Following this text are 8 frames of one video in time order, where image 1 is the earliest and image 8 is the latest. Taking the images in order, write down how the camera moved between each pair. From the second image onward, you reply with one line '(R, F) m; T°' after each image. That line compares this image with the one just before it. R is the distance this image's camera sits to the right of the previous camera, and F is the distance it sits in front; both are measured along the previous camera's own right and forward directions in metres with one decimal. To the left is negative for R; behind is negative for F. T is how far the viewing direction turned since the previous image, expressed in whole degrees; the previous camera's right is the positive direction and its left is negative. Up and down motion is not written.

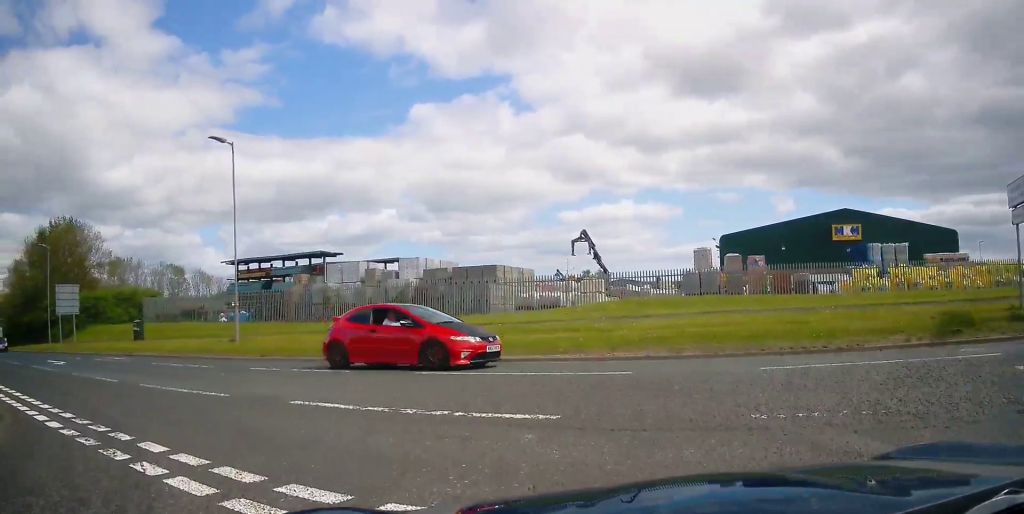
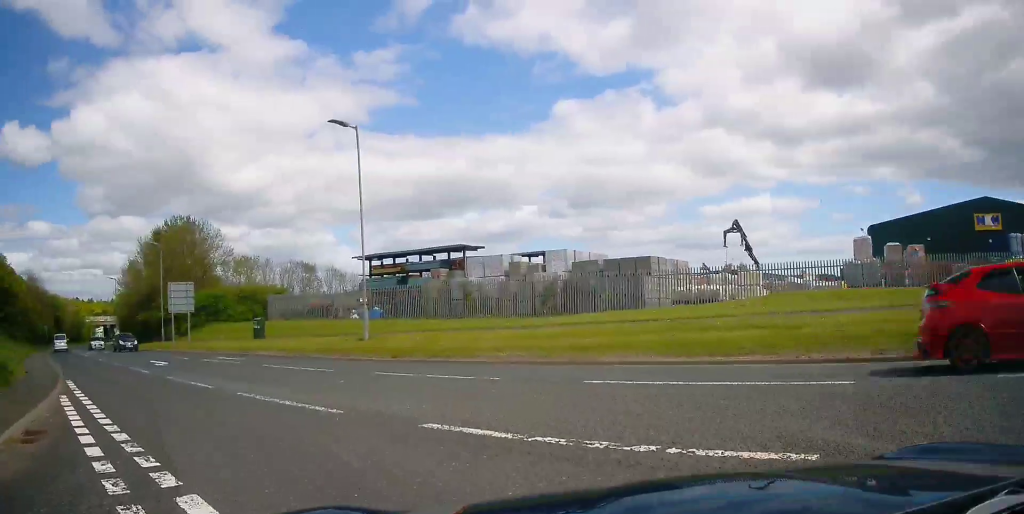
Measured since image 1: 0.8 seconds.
(-0.3, +1.9) m; -12°
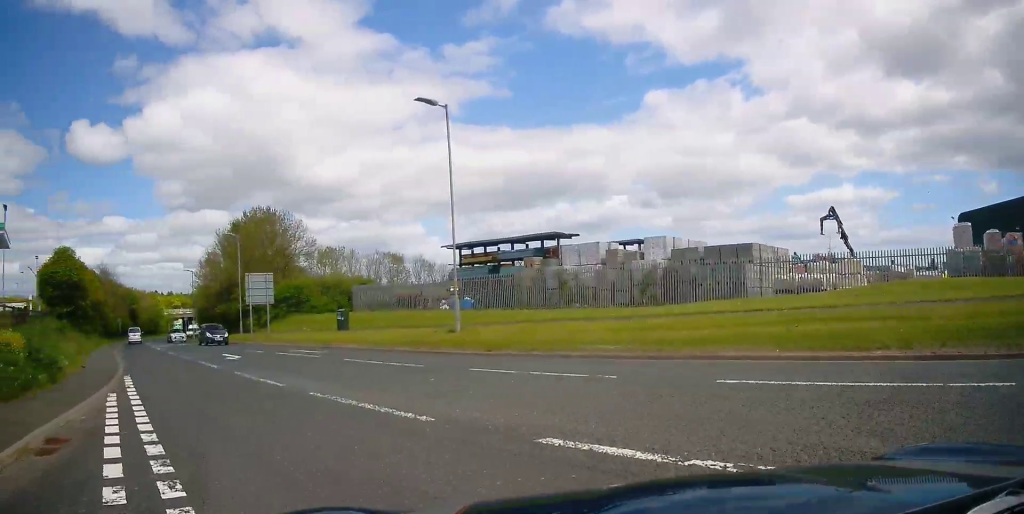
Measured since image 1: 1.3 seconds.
(0.0, +1.4) m; -5°
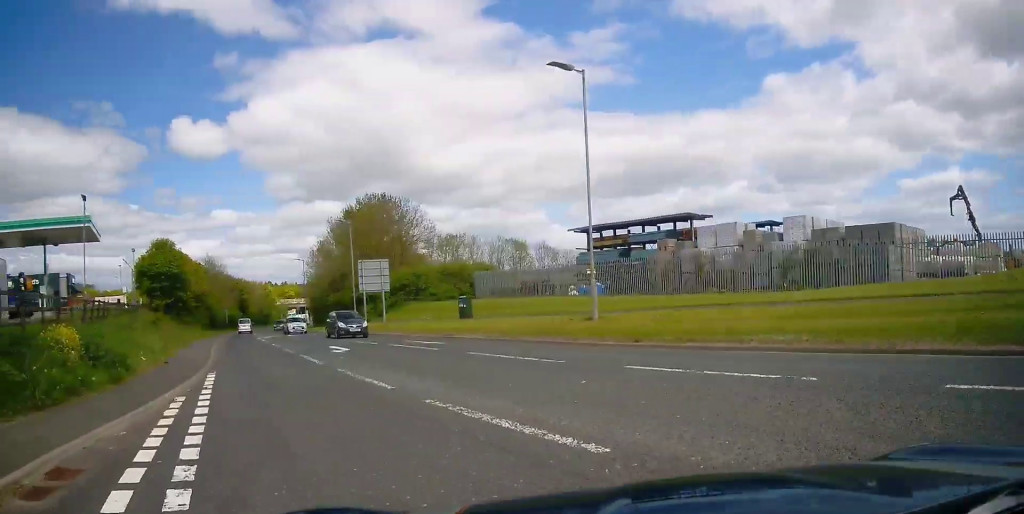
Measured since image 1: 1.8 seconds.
(0.0, +1.9) m; -6°
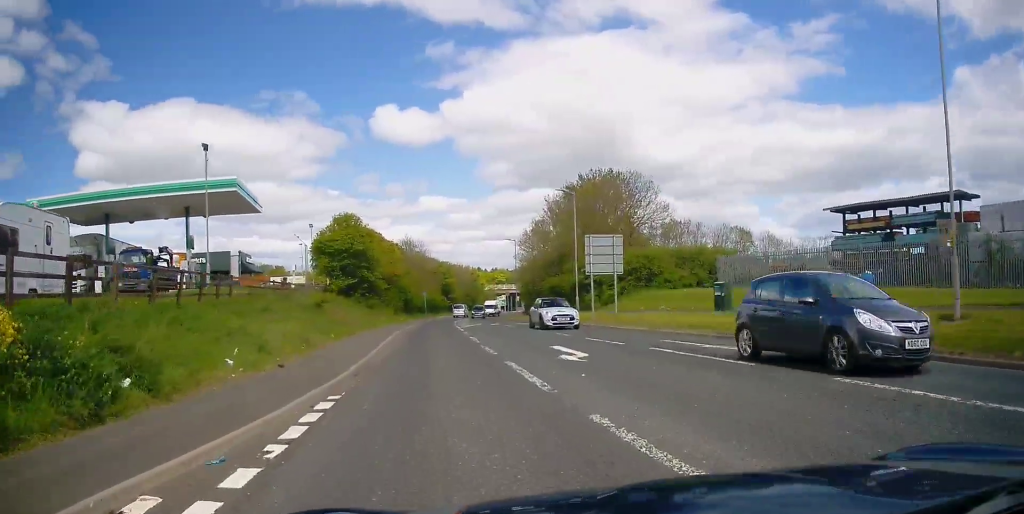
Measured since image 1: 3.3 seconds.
(-1.2, +6.8) m; -18°
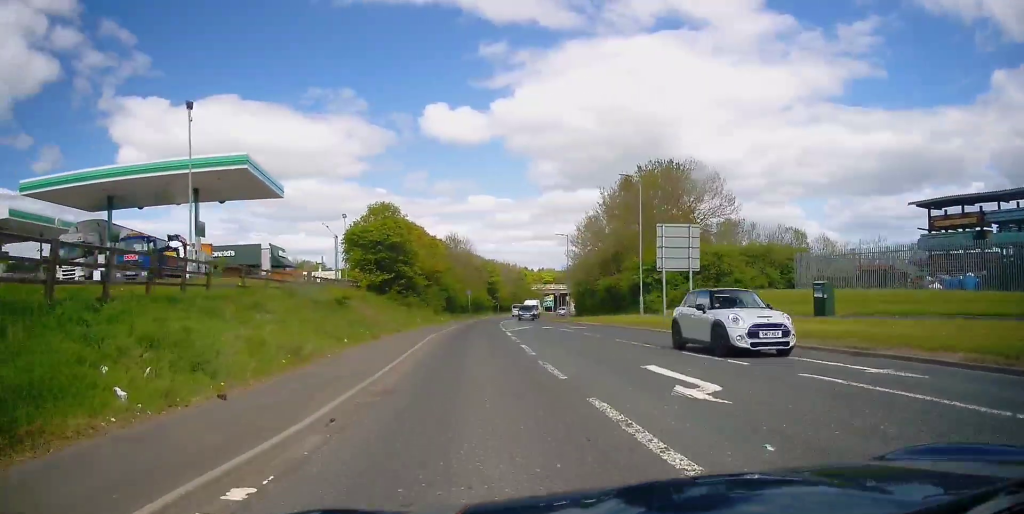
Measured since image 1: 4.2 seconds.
(-0.4, +4.7) m; -5°
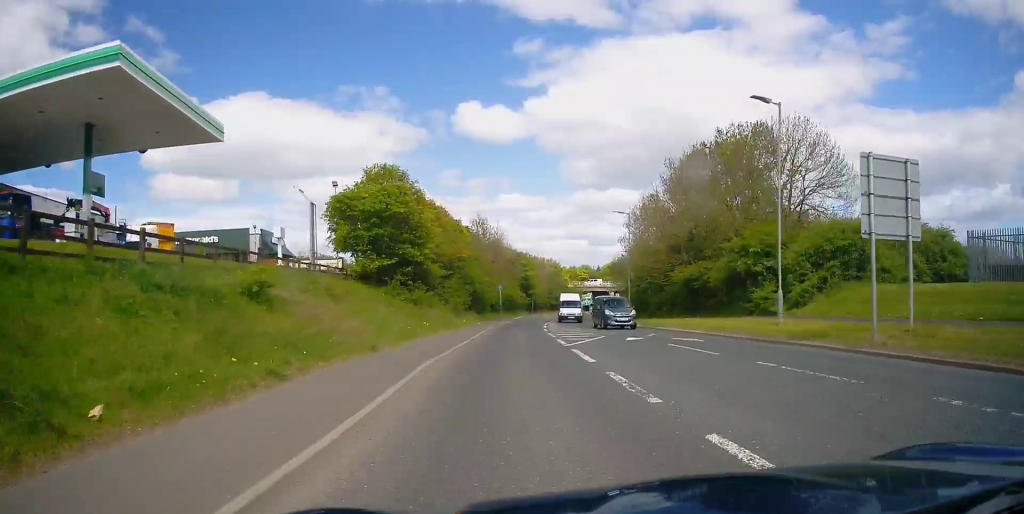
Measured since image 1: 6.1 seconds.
(-0.2, +12.9) m; -2°
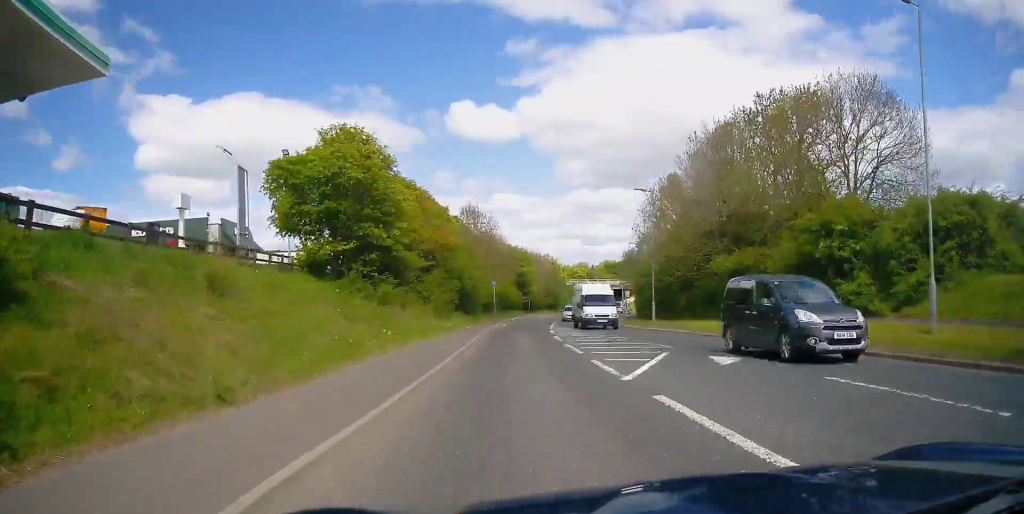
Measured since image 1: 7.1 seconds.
(-0.3, +8.4) m; 0°
